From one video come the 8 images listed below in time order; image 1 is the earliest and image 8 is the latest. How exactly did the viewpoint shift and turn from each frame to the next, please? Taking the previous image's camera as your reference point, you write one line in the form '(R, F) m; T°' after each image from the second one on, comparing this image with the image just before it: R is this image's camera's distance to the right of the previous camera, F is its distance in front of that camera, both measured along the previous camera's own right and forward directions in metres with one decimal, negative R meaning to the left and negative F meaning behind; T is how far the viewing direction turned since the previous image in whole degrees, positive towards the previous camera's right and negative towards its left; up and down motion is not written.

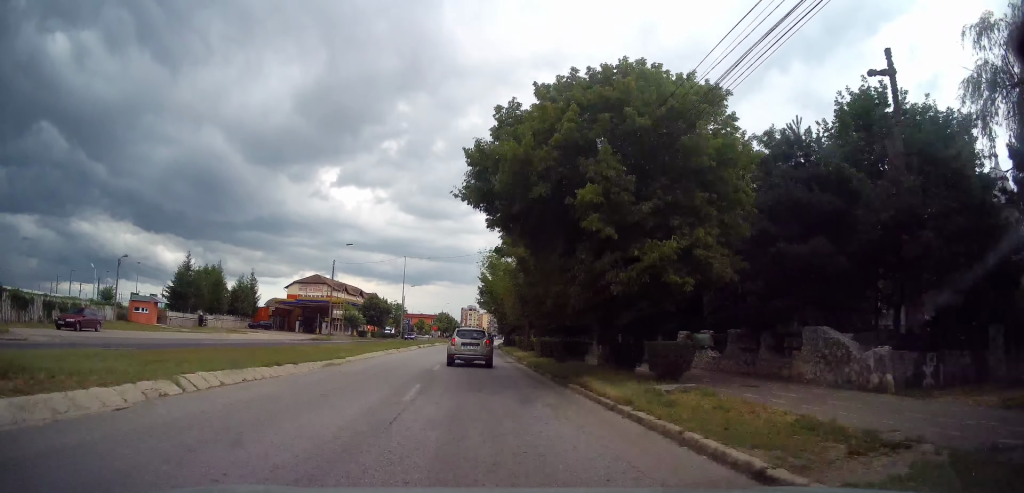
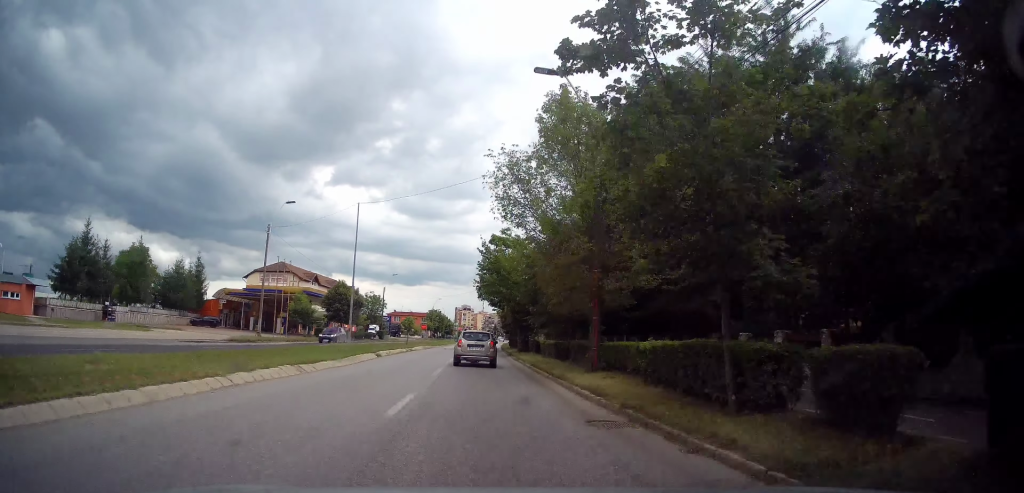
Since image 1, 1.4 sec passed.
(0.0, +19.5) m; +2°
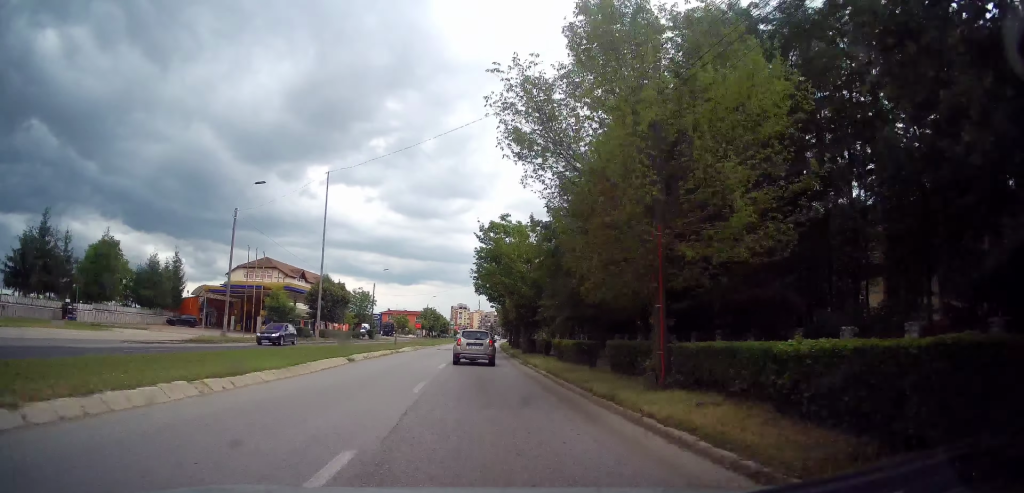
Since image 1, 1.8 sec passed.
(0.0, +5.6) m; +1°
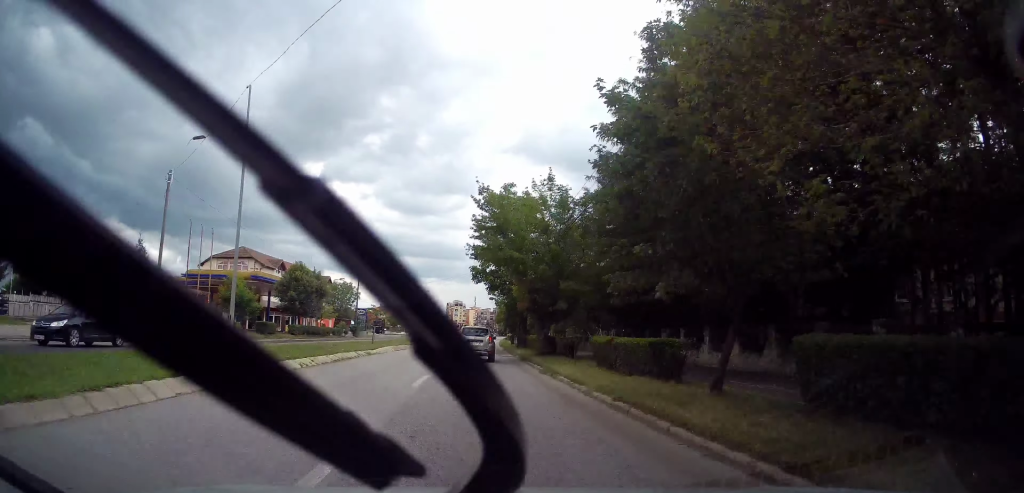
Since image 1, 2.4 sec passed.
(+0.2, +8.5) m; 0°
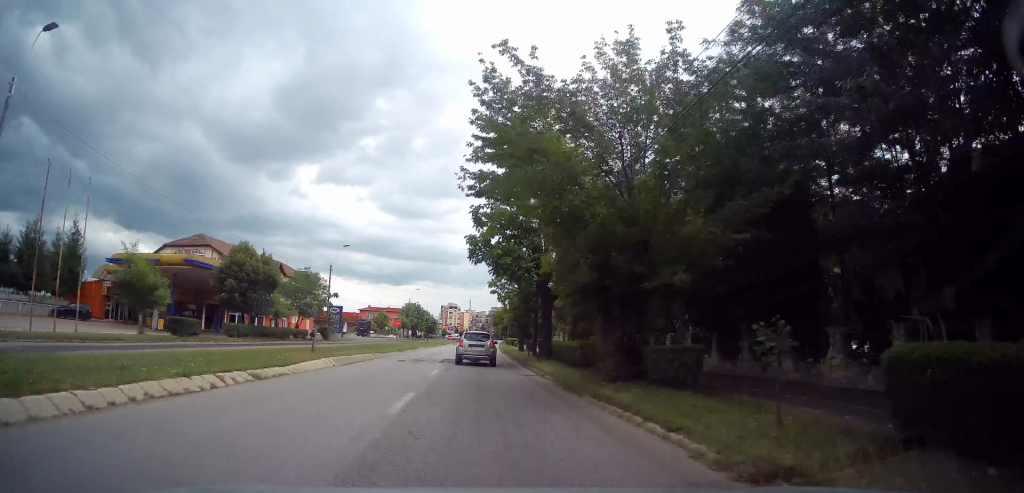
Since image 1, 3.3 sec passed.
(0.0, +12.5) m; +1°
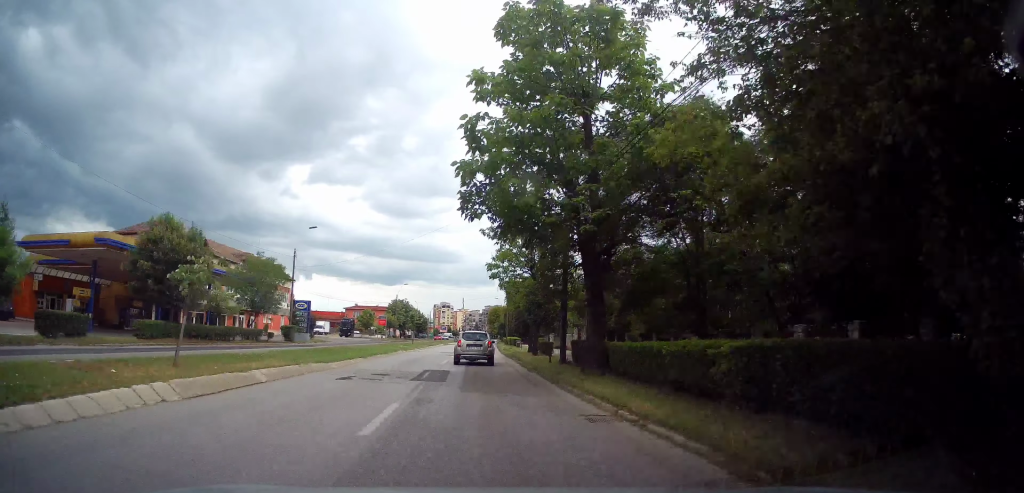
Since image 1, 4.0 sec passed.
(0.0, +10.3) m; 0°
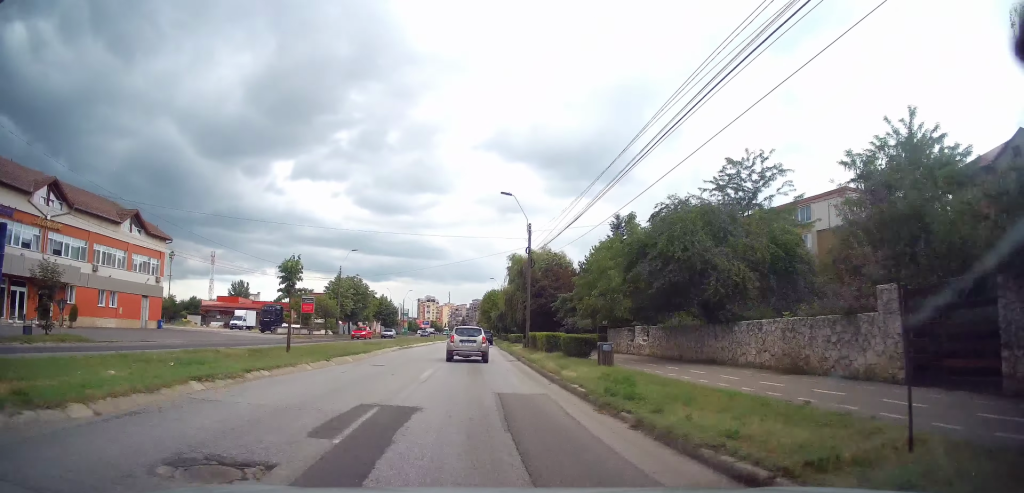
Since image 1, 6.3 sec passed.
(+0.1, +35.8) m; 0°
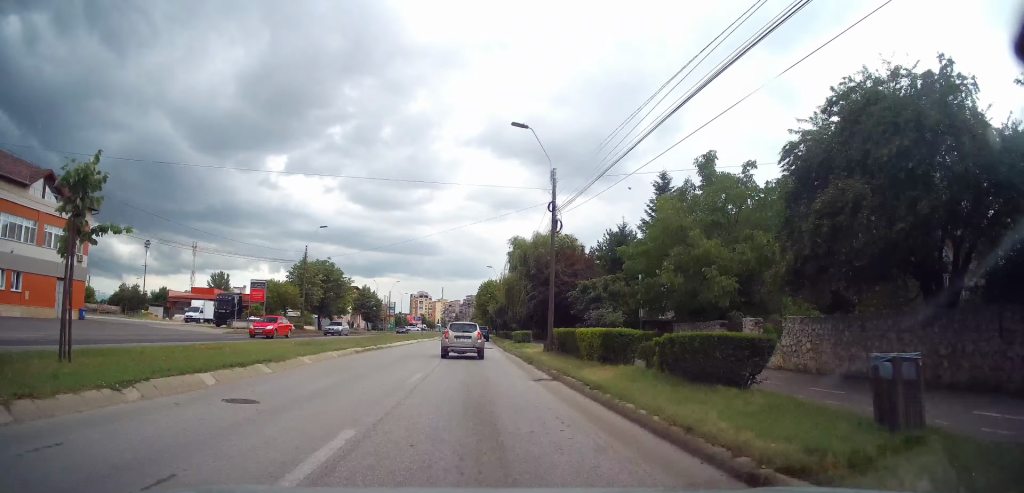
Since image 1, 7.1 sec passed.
(0.0, +11.9) m; +1°
